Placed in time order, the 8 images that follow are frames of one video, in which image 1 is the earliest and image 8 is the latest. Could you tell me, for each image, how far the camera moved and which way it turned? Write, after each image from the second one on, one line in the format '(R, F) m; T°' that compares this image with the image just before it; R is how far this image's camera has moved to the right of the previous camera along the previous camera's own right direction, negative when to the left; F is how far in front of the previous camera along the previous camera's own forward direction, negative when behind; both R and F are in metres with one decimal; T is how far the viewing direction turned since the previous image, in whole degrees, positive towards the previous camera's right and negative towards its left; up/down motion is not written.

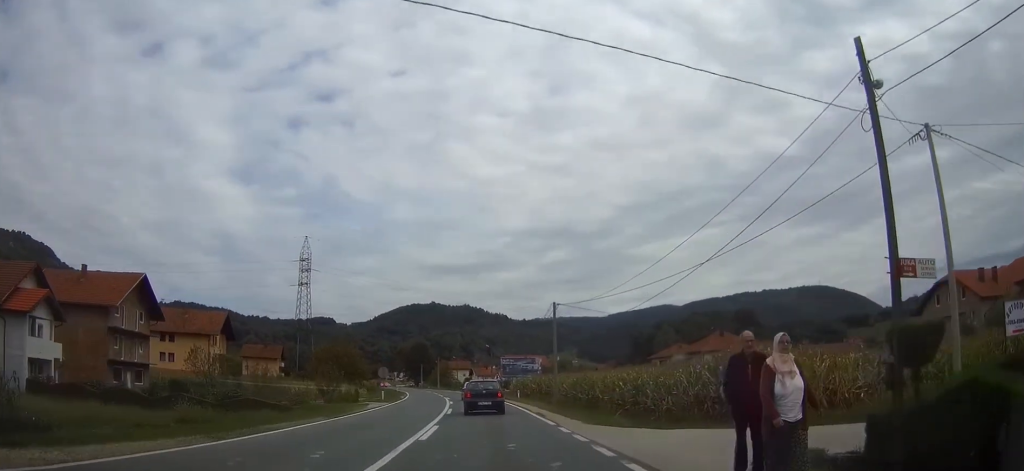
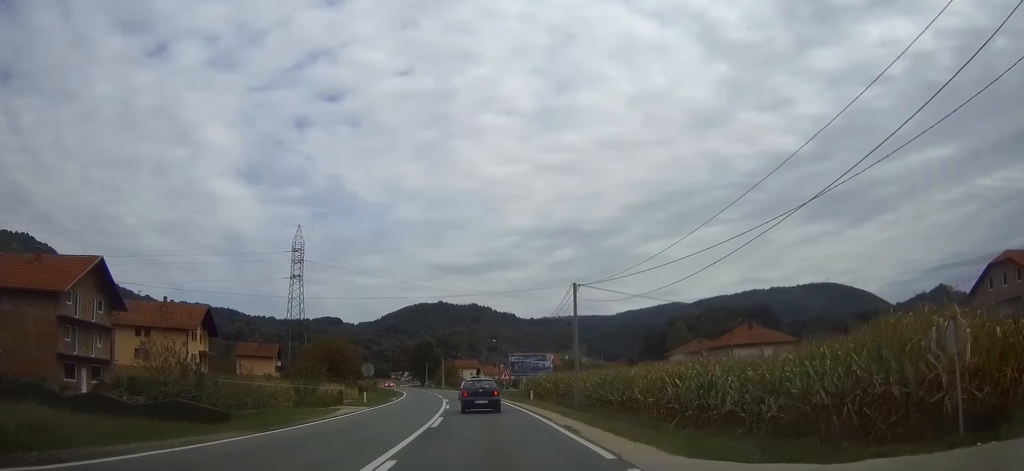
(0.0, +9.5) m; -1°
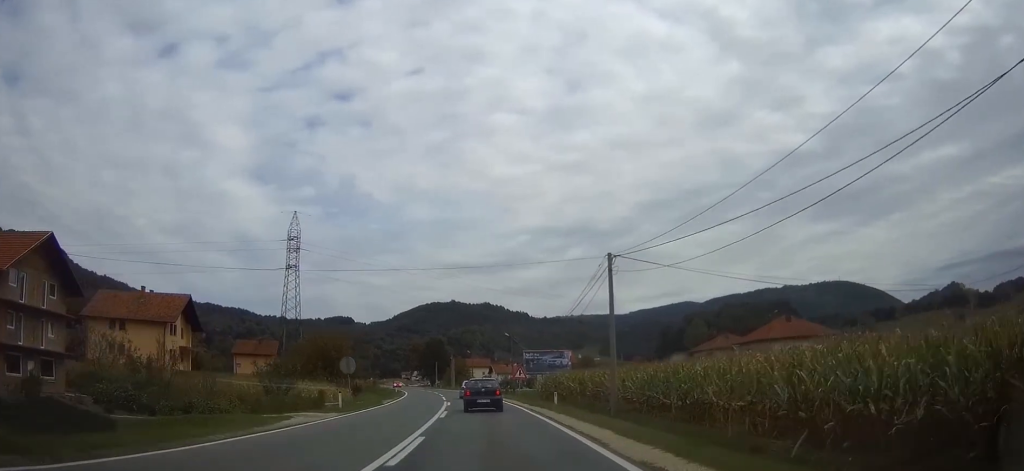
(-0.1, +9.4) m; -1°
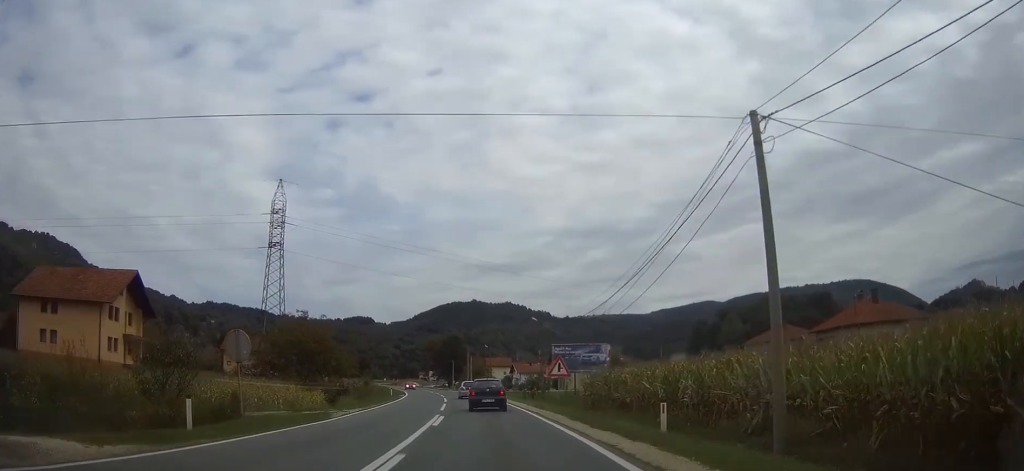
(-0.4, +17.8) m; -2°
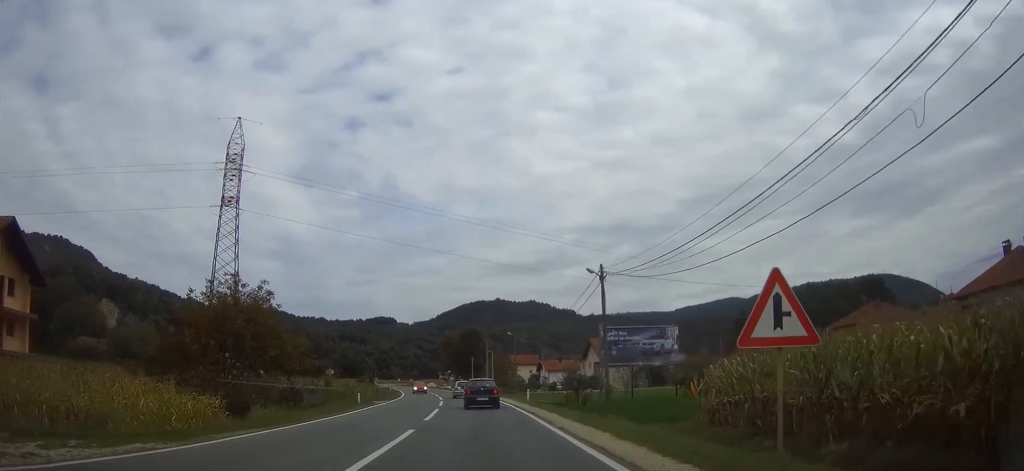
(-0.4, +23.4) m; -2°
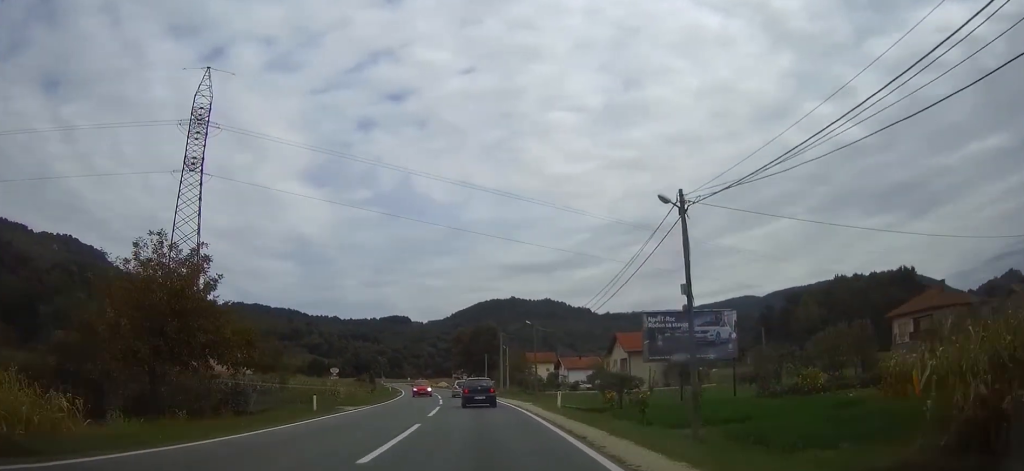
(-0.1, +12.6) m; -1°
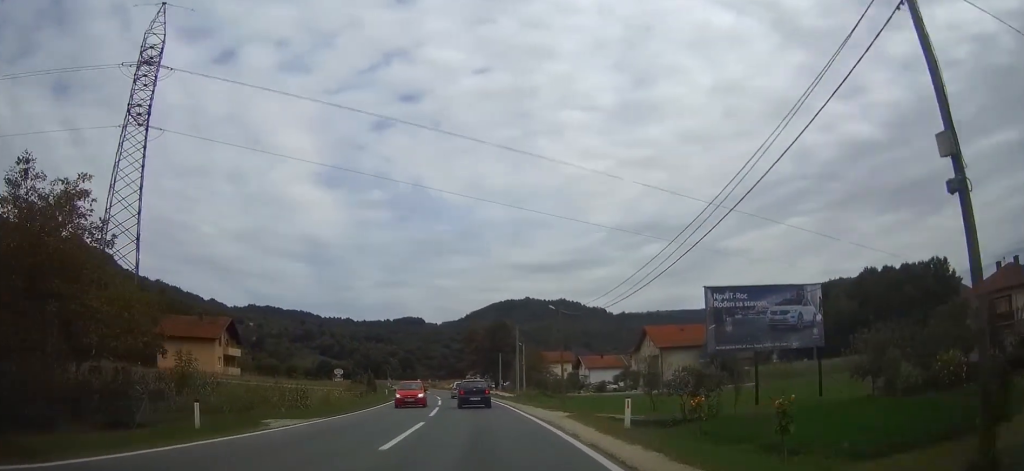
(-0.1, +12.5) m; -1°
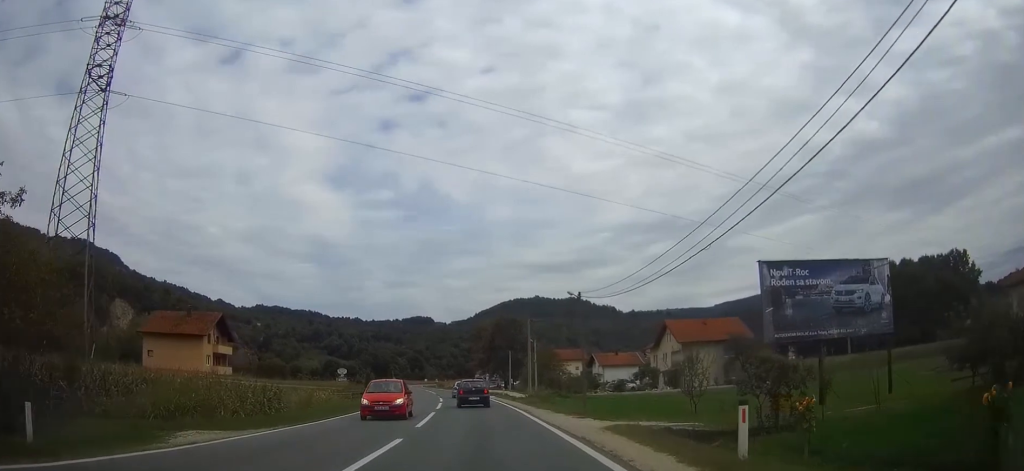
(0.0, +7.0) m; -1°
